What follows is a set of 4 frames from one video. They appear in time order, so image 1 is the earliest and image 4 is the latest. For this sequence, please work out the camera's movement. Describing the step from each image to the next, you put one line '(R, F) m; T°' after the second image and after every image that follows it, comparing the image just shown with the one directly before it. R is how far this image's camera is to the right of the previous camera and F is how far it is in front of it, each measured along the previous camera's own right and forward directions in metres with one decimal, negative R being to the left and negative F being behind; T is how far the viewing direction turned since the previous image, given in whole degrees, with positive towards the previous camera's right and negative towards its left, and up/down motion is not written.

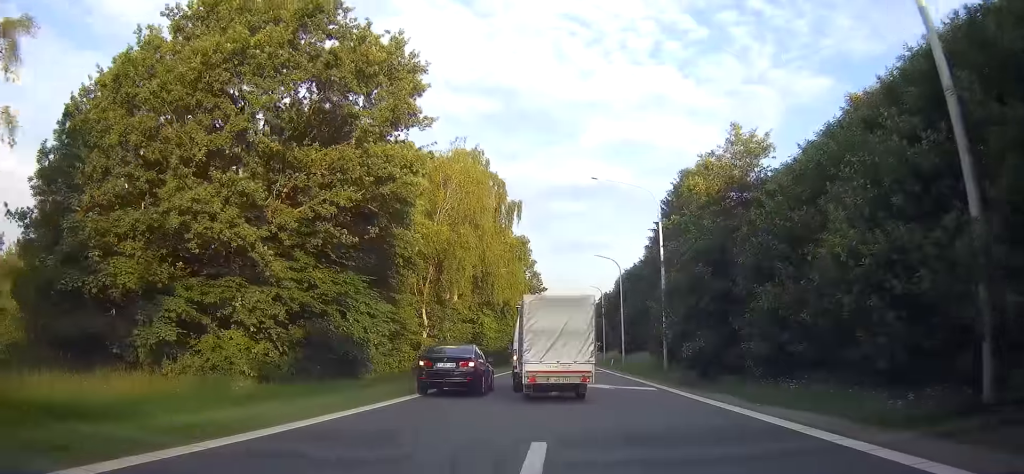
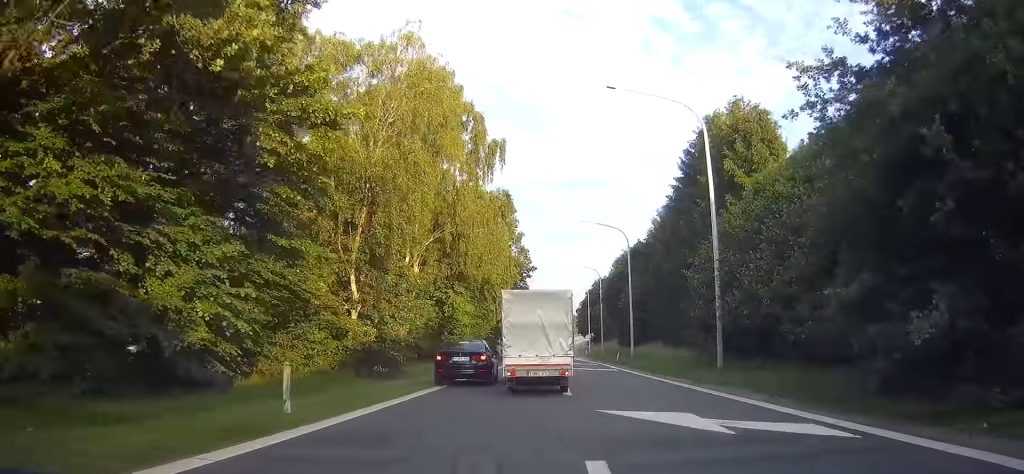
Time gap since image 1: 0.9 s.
(-0.1, +14.1) m; 0°
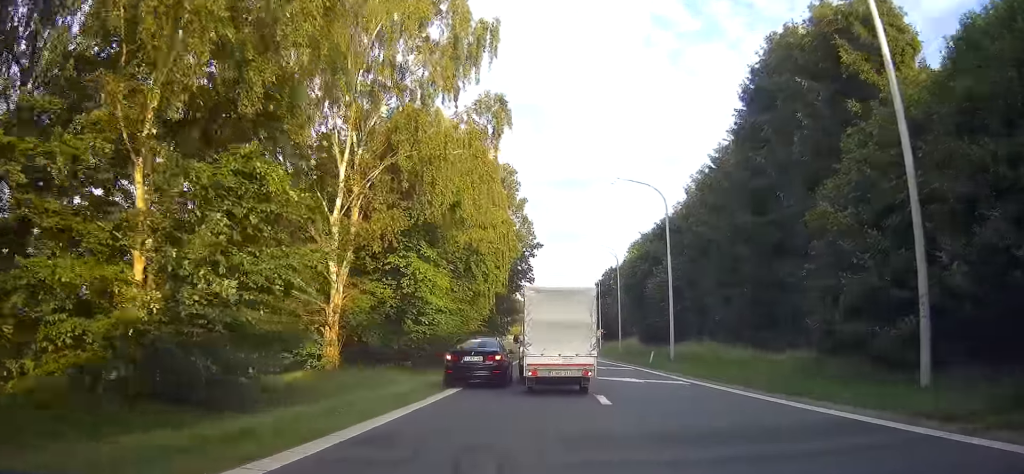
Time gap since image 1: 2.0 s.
(0.0, +15.6) m; 0°
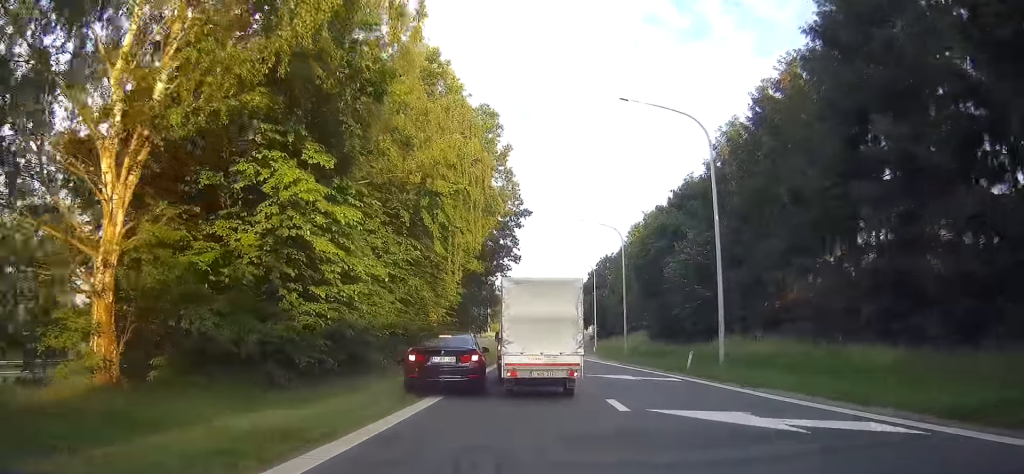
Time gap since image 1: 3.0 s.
(+0.1, +14.7) m; +1°
